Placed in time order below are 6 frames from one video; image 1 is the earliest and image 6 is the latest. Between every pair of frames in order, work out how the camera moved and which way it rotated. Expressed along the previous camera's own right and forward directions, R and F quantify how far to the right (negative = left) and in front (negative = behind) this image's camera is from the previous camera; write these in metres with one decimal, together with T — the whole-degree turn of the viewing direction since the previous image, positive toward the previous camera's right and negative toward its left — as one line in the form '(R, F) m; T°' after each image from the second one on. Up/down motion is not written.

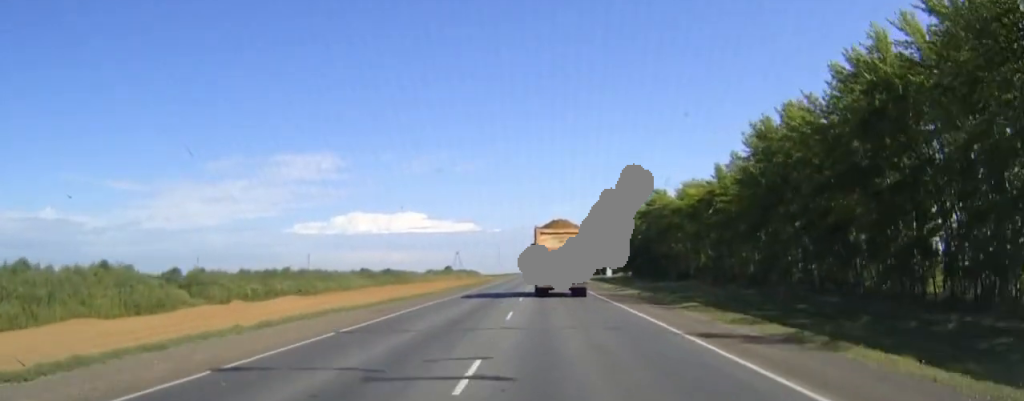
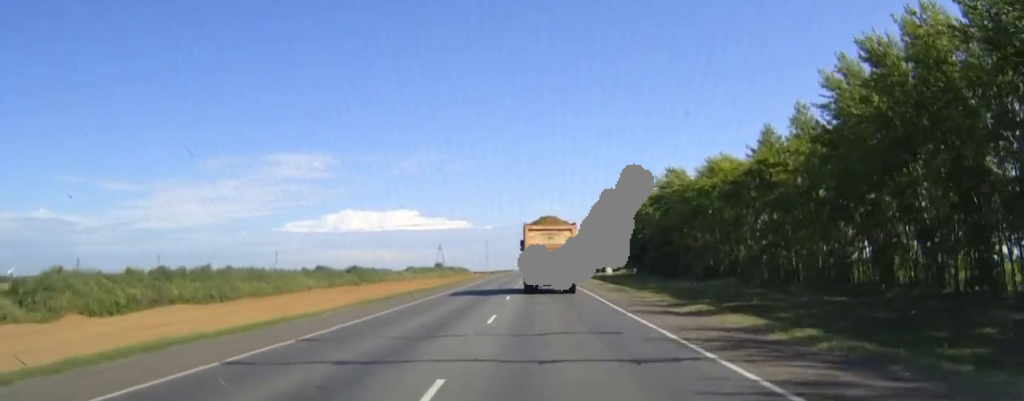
(+0.1, +25.8) m; 0°
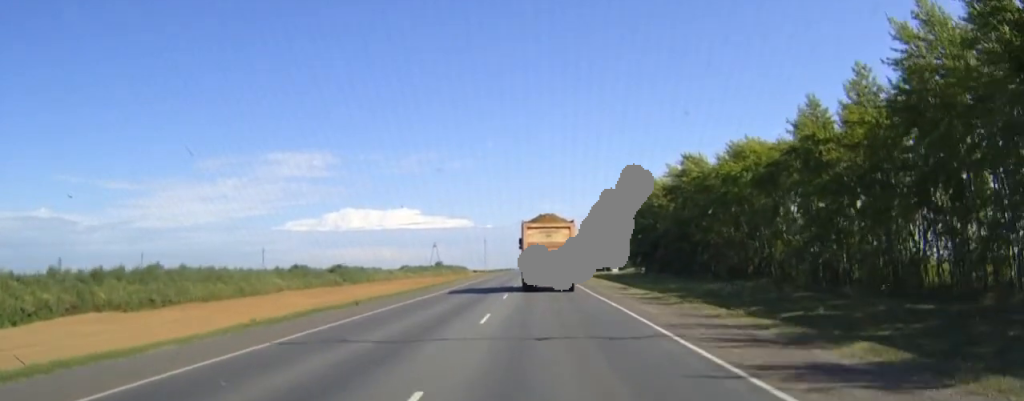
(0.0, +13.0) m; 0°
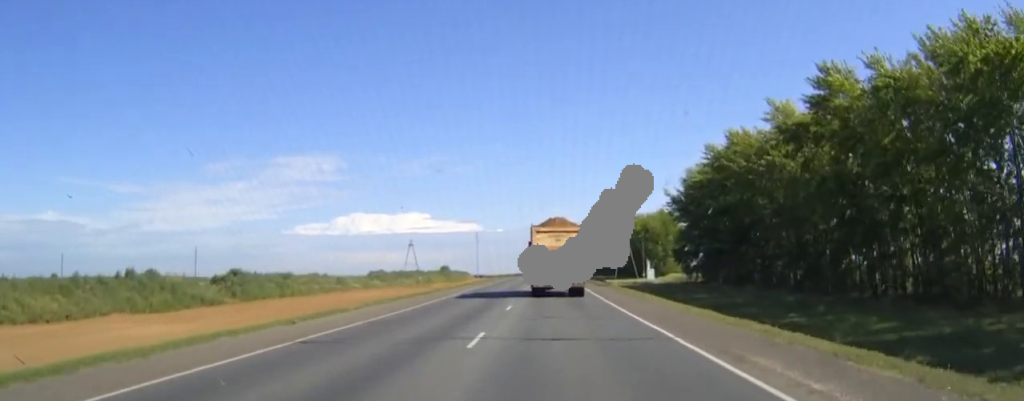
(-0.3, +51.9) m; -1°
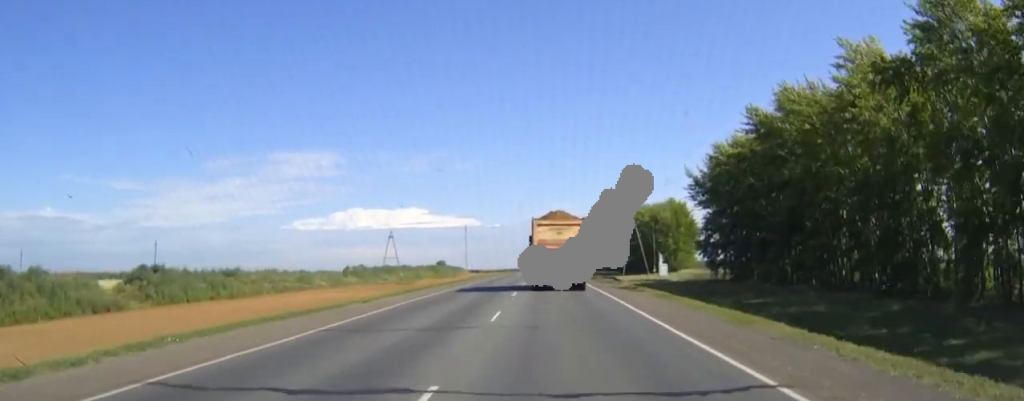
(0.0, +19.2) m; 0°
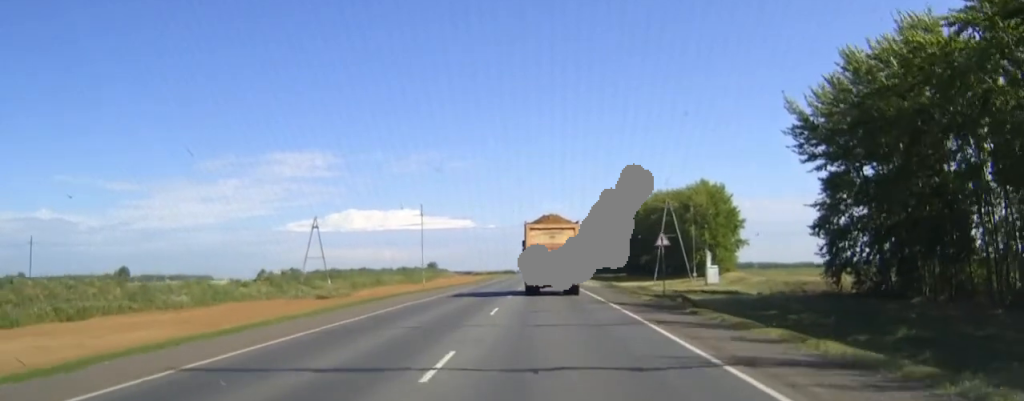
(+0.1, +44.6) m; 0°
